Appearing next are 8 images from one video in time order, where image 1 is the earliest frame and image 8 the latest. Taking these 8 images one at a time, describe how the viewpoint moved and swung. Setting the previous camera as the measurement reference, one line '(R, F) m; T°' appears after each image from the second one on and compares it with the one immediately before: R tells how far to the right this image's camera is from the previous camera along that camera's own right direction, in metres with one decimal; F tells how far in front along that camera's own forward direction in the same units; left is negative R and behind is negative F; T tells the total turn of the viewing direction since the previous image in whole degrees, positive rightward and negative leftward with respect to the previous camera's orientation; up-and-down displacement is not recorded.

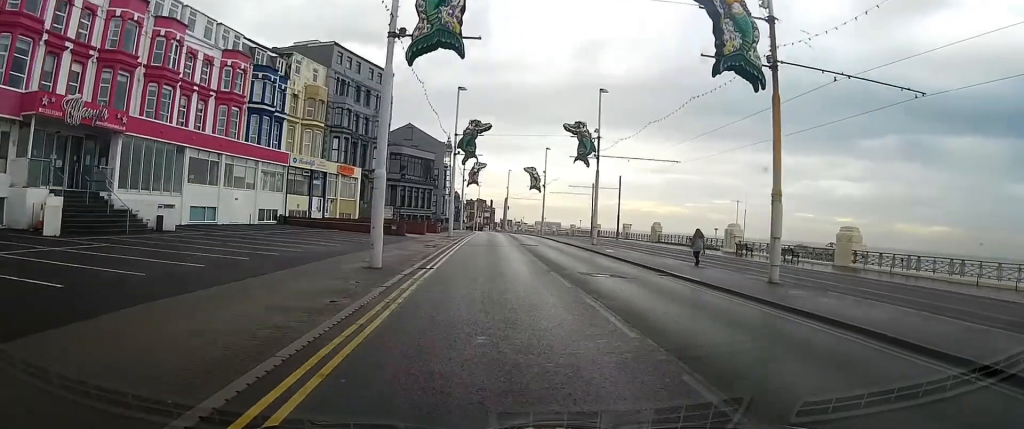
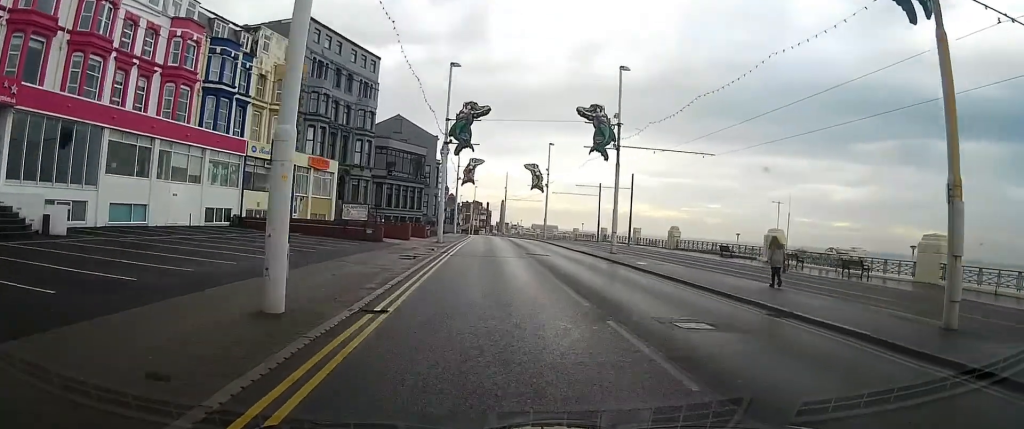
(0.0, +7.8) m; 0°
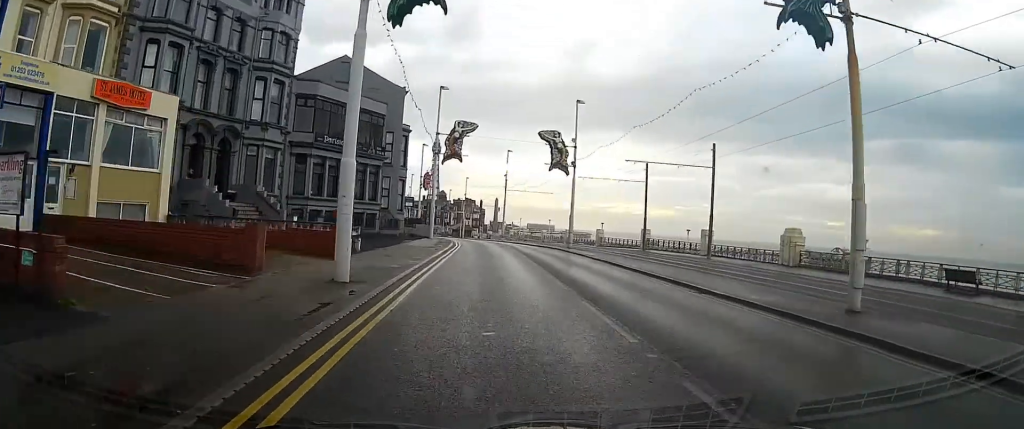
(+0.2, +25.7) m; 0°
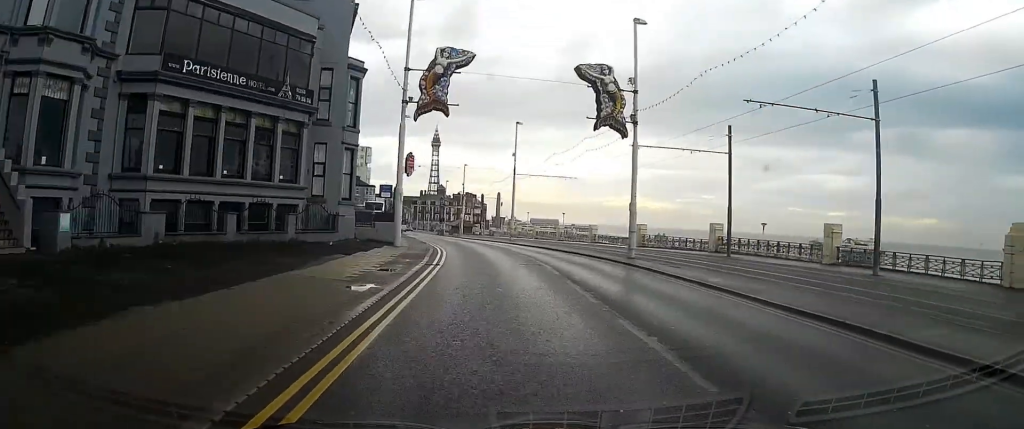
(0.0, +18.9) m; -2°
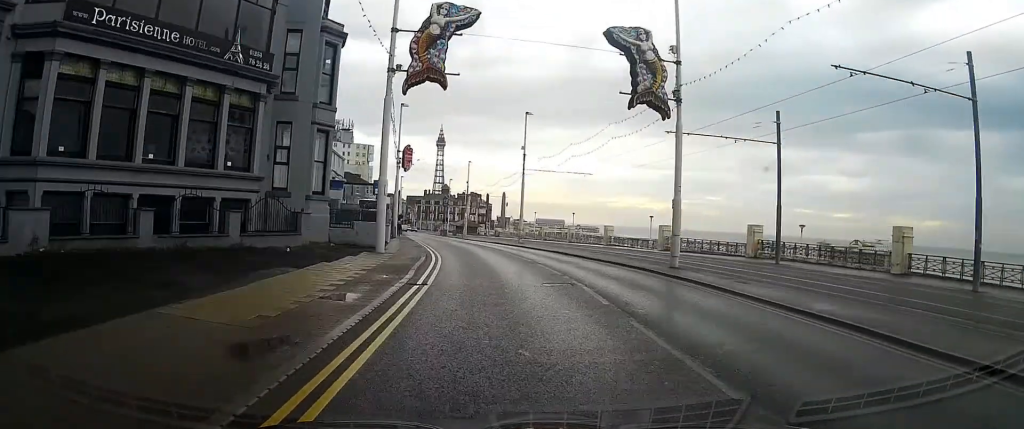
(0.0, +6.0) m; -1°
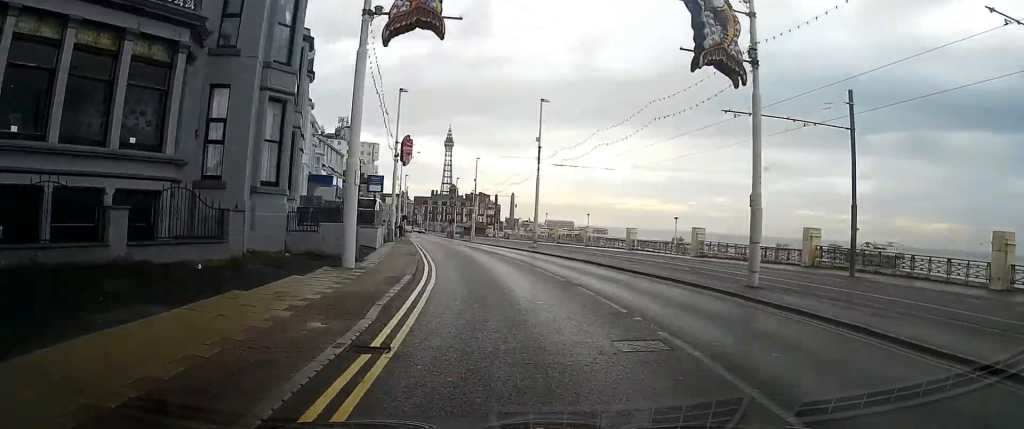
(-0.2, +6.6) m; -2°
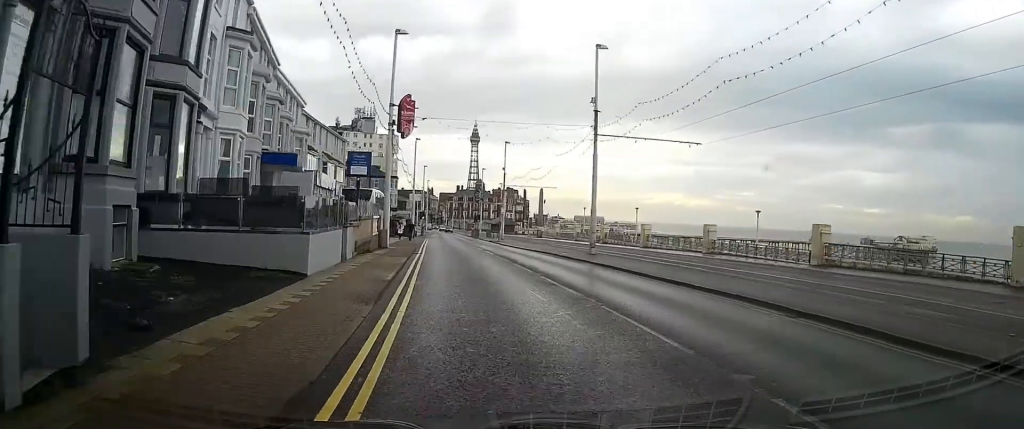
(-0.4, +15.1) m; -2°
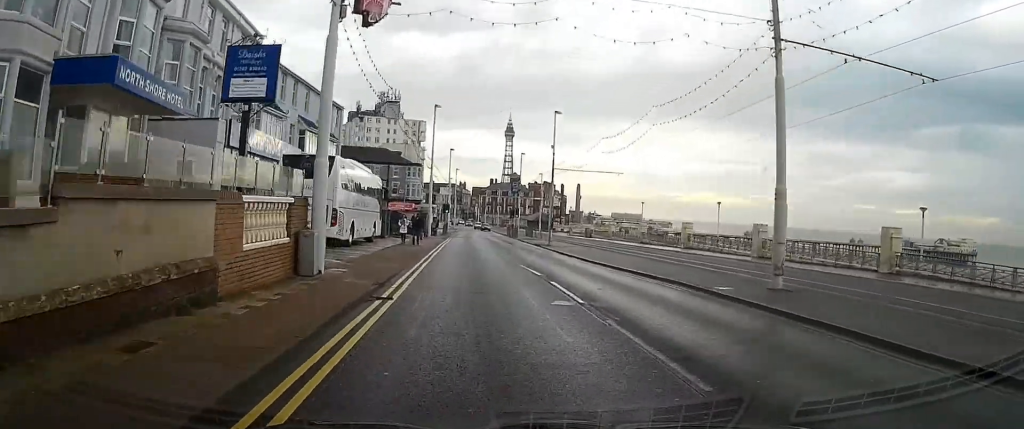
(-0.2, +19.3) m; -1°
